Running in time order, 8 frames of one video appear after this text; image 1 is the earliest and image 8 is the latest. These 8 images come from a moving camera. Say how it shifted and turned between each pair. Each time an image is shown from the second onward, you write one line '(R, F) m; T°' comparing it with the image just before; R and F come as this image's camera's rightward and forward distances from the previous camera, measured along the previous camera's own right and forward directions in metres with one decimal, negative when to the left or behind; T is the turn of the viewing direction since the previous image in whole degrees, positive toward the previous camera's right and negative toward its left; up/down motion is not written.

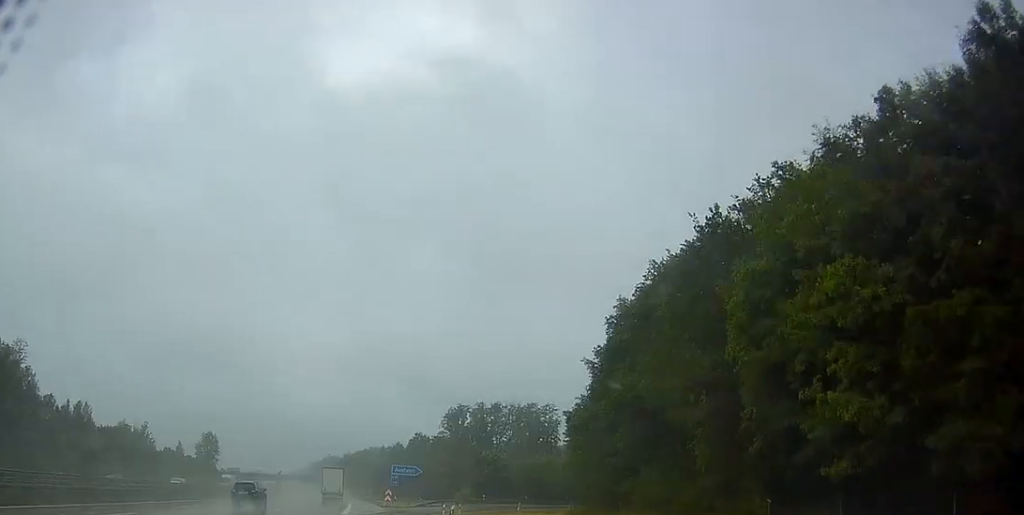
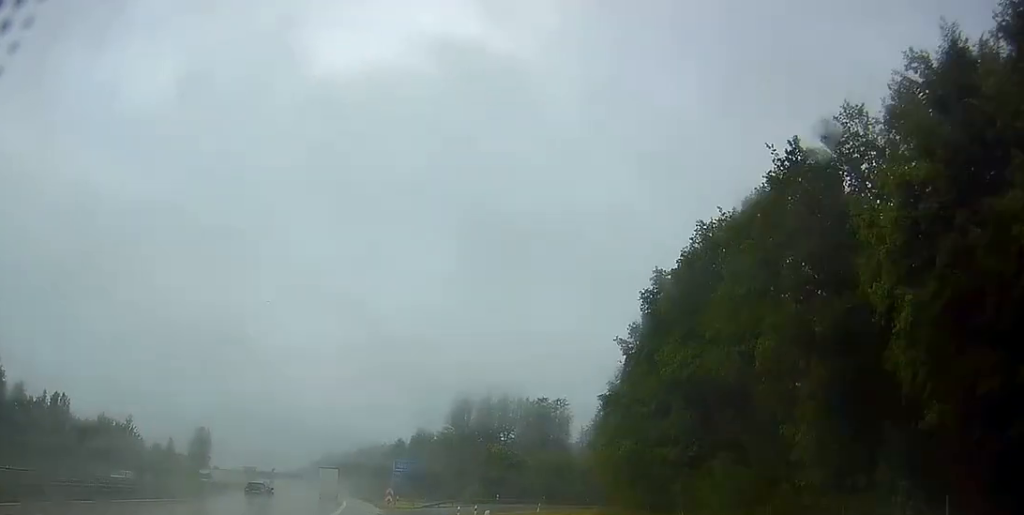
(0.0, +12.2) m; -1°
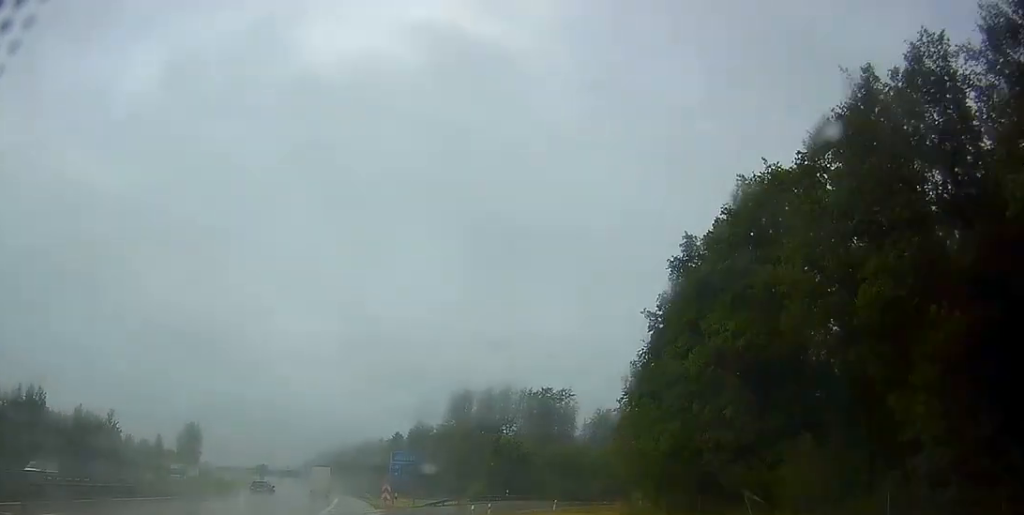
(-0.1, +9.7) m; 0°
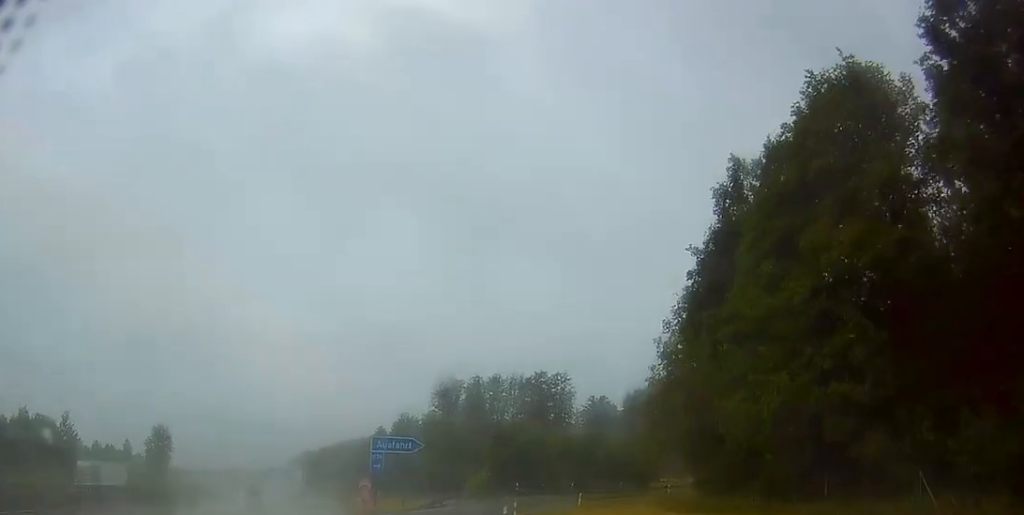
(+0.1, +16.4) m; +1°
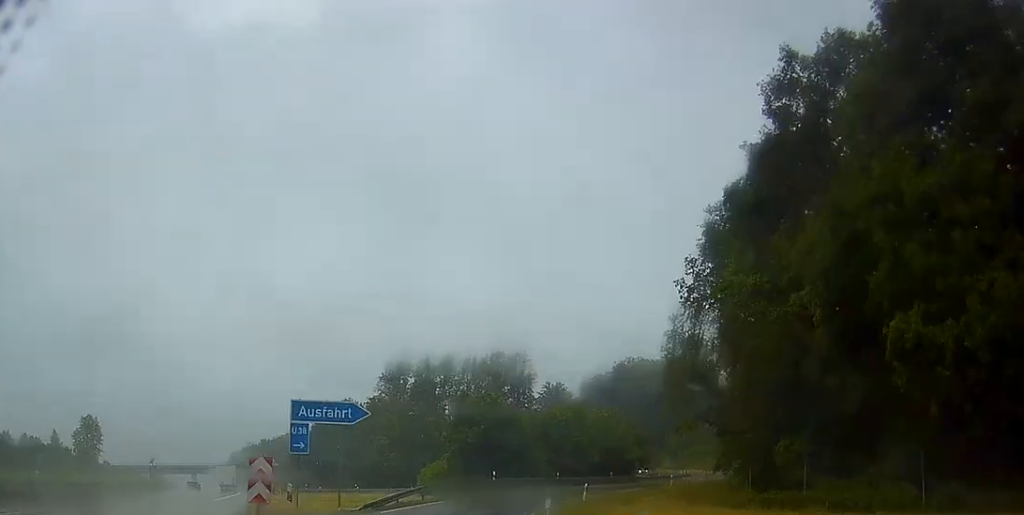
(+0.3, +17.3) m; +1°
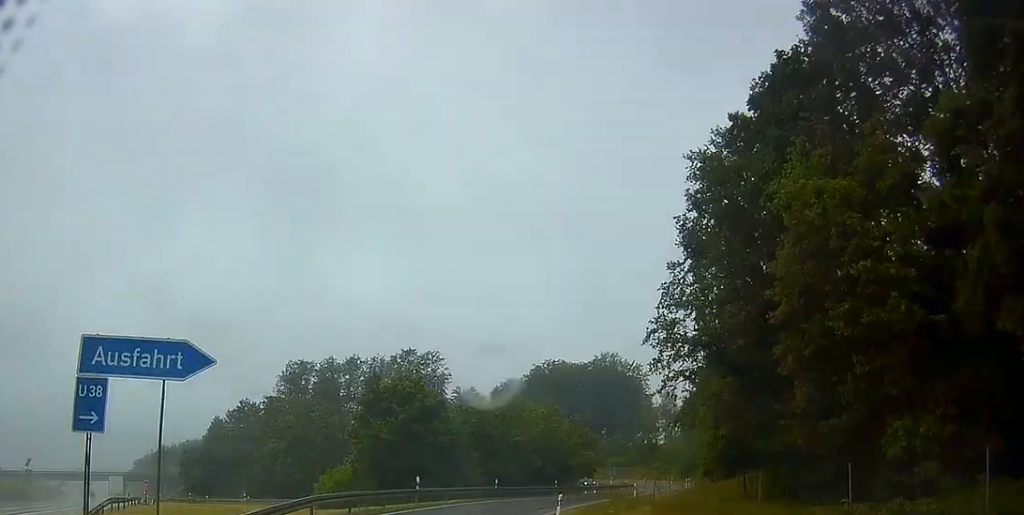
(0.0, +15.4) m; +1°
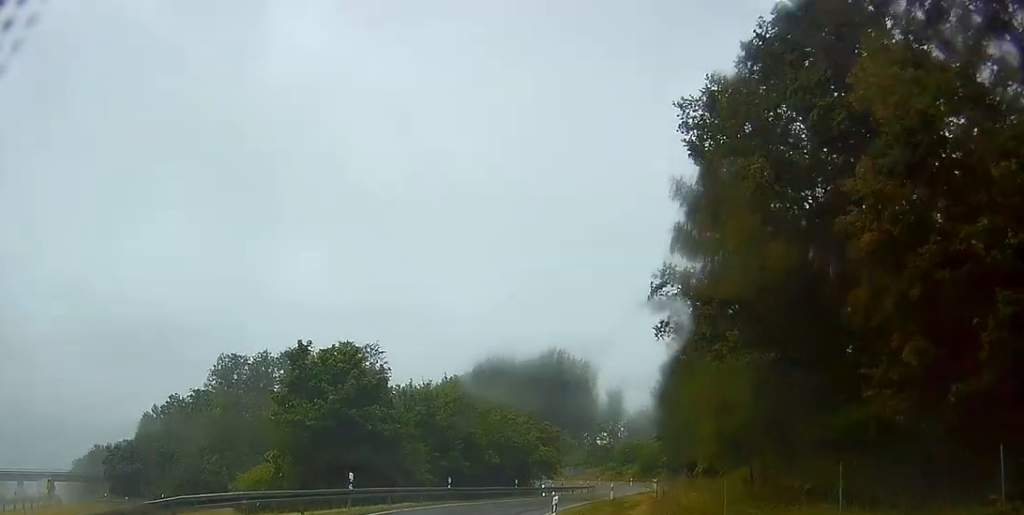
(0.0, +9.3) m; +2°
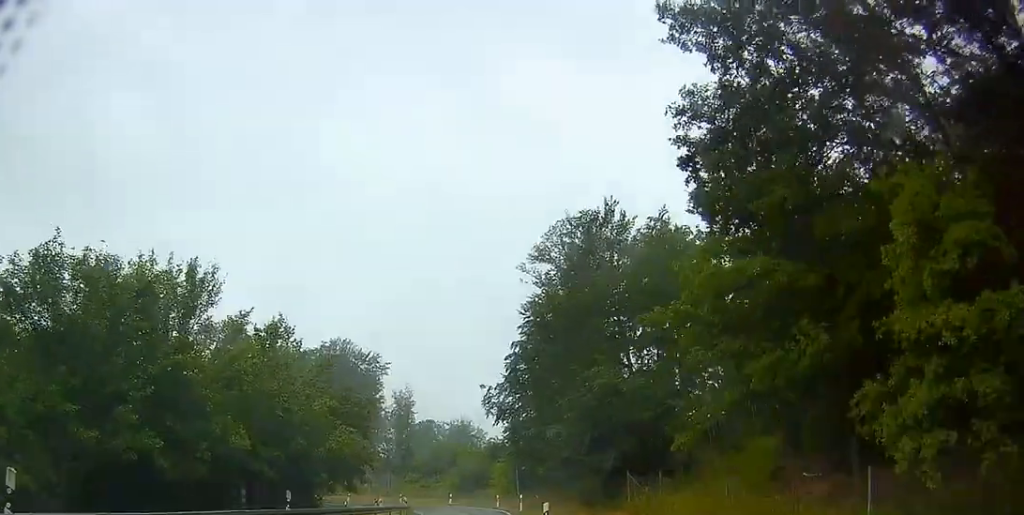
(+2.6, +30.1) m; +9°
